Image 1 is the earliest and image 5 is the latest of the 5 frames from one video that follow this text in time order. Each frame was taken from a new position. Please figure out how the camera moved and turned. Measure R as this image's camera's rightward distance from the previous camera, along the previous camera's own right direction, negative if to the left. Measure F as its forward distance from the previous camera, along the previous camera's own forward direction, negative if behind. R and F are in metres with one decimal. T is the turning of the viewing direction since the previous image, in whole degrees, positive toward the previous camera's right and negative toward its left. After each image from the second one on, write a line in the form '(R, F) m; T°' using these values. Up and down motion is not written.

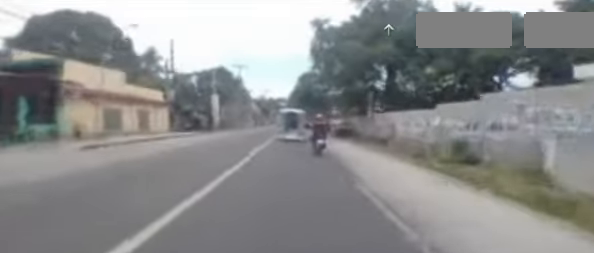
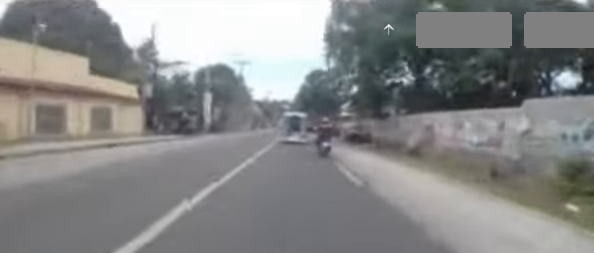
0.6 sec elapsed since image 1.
(0.0, +7.8) m; 0°
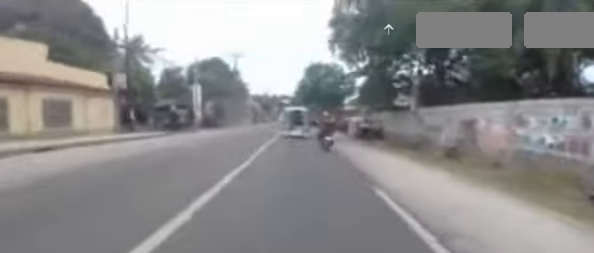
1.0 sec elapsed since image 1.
(0.0, +5.9) m; 0°
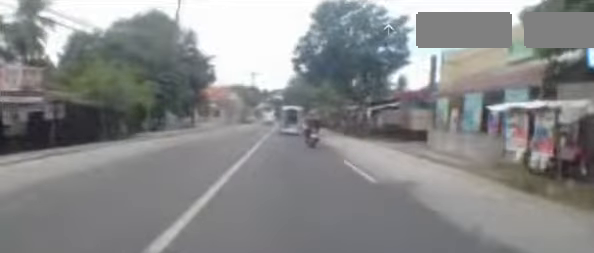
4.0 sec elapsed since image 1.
(0.0, +41.6) m; 0°
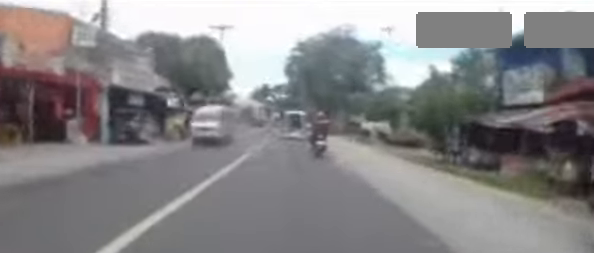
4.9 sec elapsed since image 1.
(0.0, +11.0) m; -1°
